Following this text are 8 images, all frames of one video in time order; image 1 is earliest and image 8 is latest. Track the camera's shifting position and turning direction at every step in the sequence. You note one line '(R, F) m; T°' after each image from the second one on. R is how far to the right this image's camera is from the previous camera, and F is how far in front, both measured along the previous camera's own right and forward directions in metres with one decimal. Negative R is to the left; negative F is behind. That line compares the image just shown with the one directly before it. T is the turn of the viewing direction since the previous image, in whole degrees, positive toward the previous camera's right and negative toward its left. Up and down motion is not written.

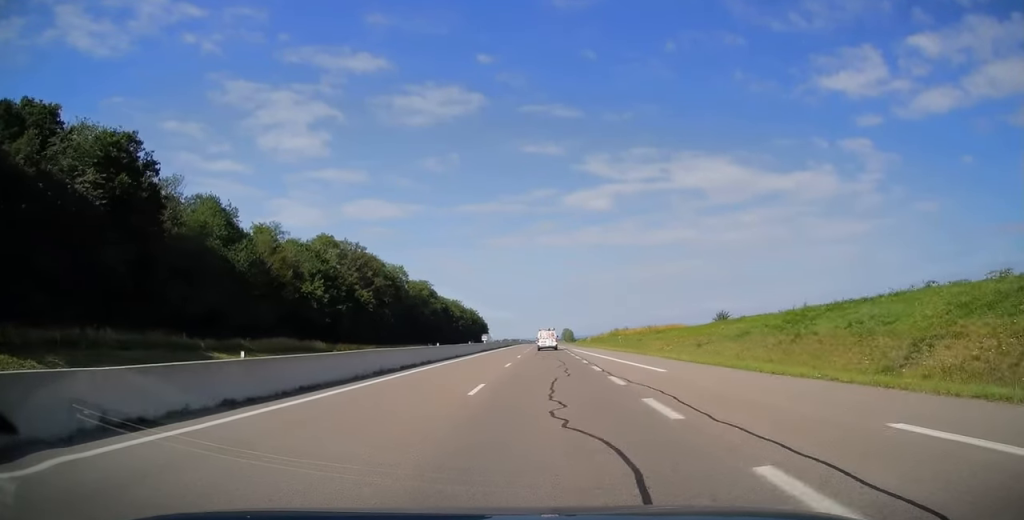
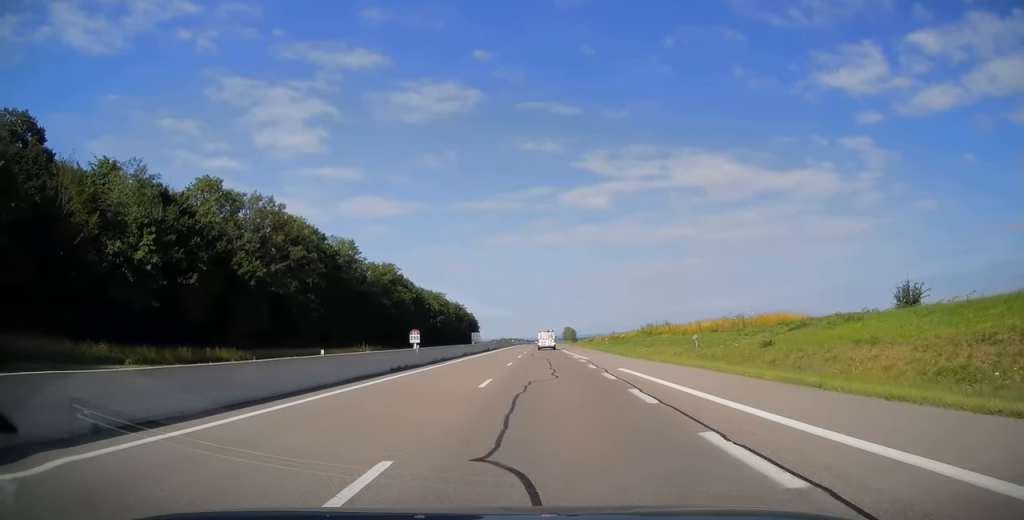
(+0.1, +39.6) m; 0°
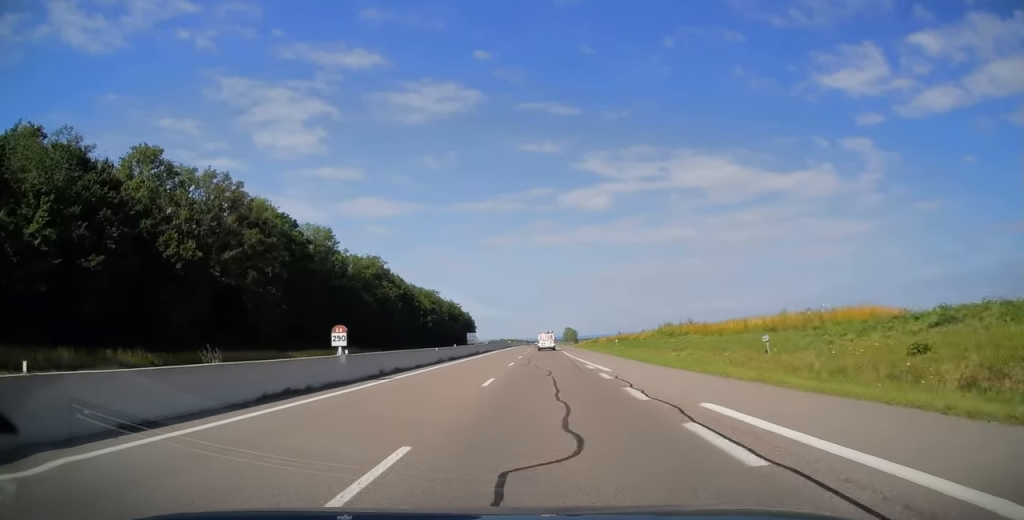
(0.0, +12.8) m; 0°
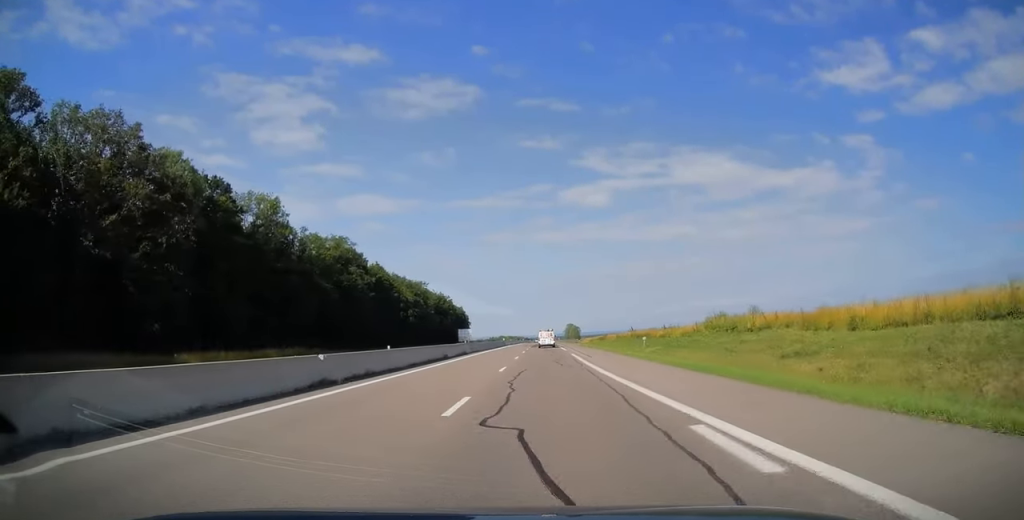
(0.0, +19.9) m; 0°
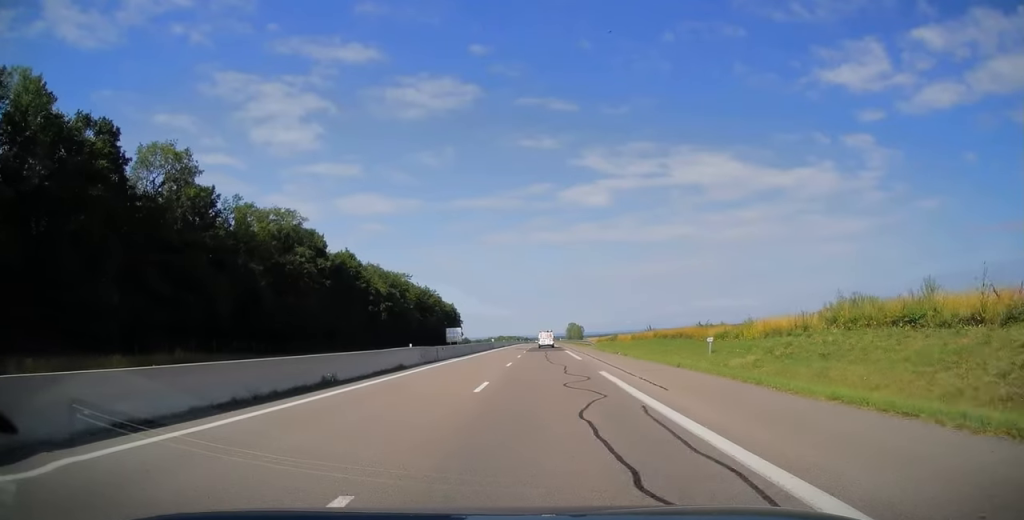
(0.0, +20.2) m; 0°
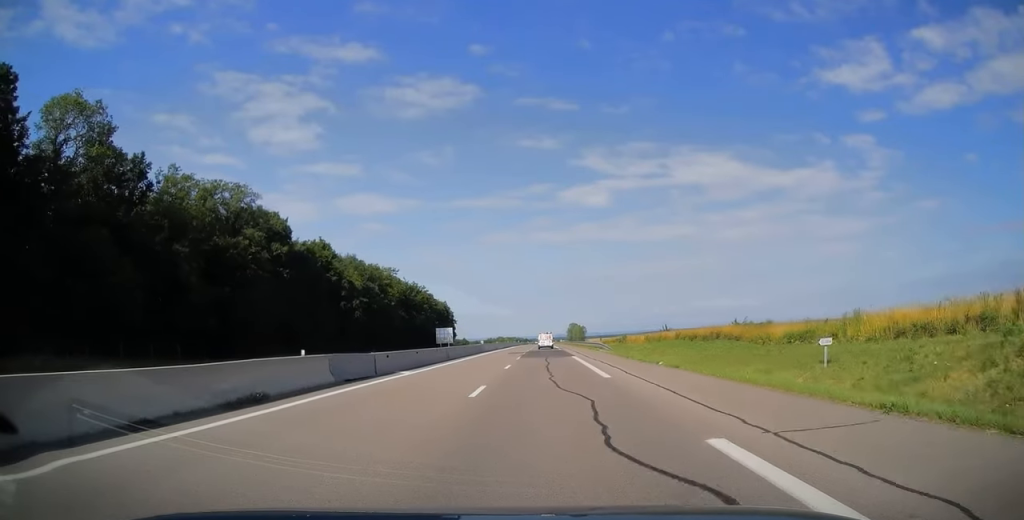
(0.0, +13.2) m; 0°
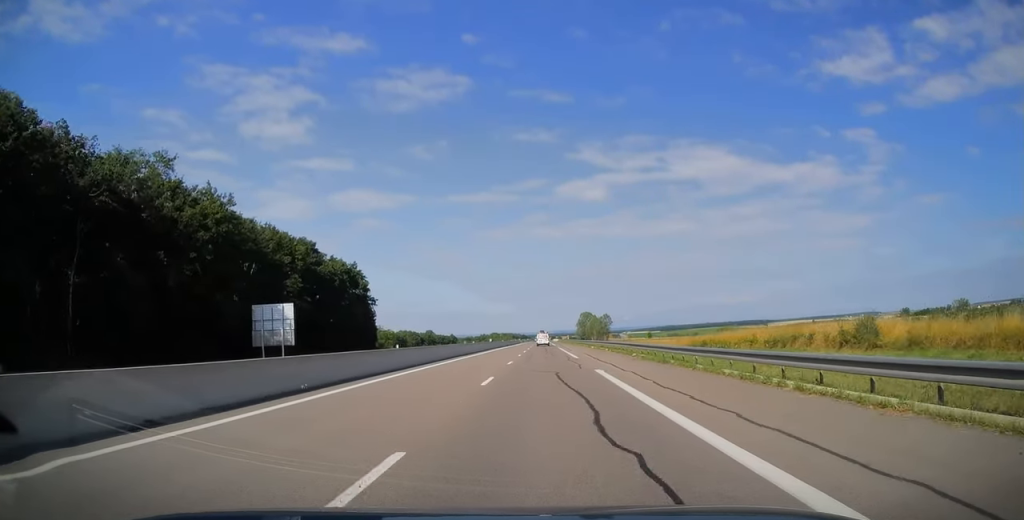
(+0.2, +92.7) m; +1°
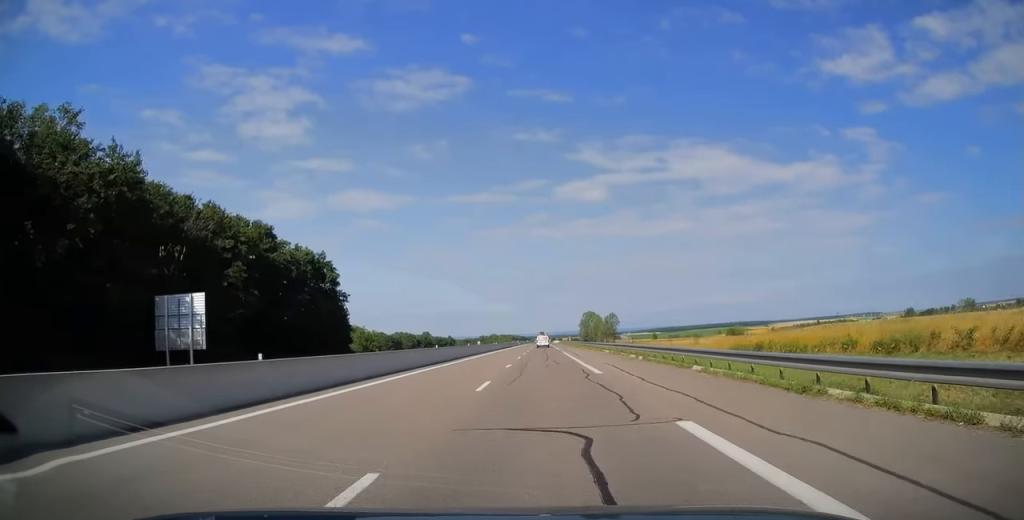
(+0.1, +14.6) m; 0°
